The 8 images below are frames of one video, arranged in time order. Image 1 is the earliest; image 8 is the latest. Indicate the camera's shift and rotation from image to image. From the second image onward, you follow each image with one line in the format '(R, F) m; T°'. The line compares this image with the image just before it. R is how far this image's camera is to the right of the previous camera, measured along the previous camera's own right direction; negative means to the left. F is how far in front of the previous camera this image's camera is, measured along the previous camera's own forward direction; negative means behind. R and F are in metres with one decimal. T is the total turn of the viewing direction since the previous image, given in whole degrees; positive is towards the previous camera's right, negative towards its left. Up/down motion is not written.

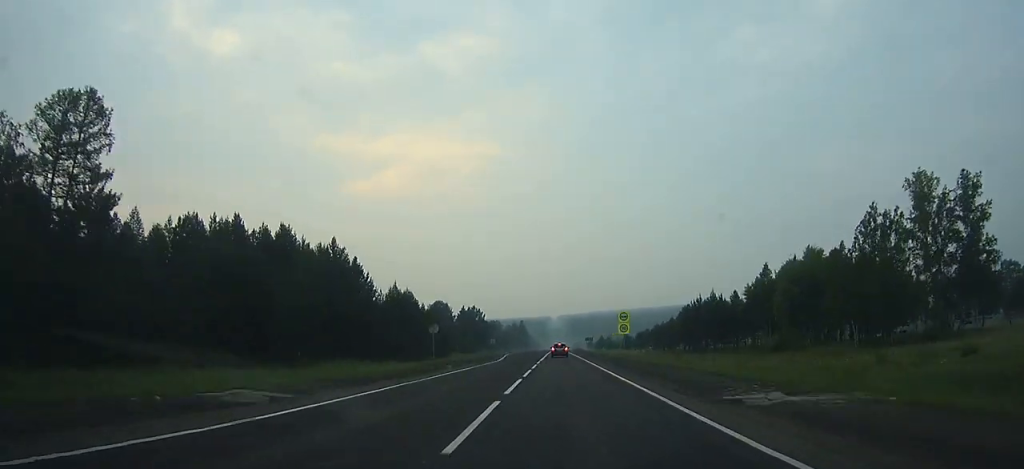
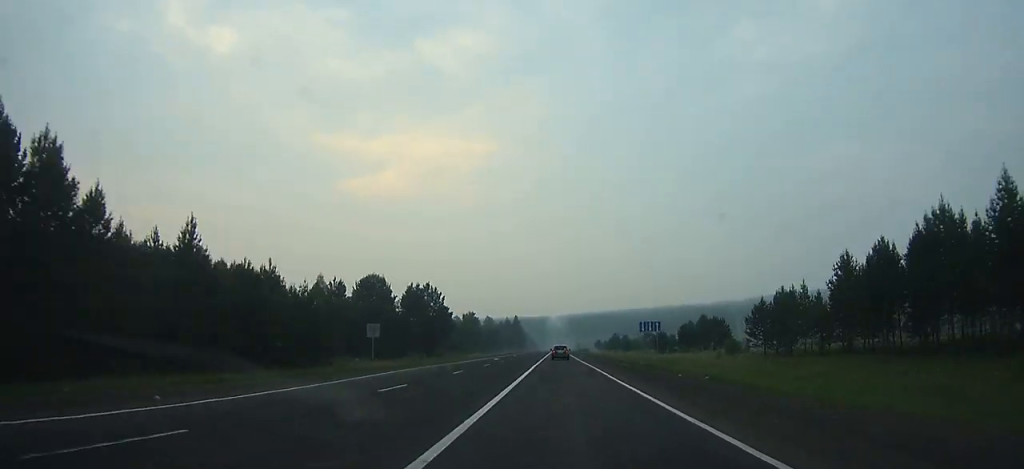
(0.0, +68.8) m; 0°
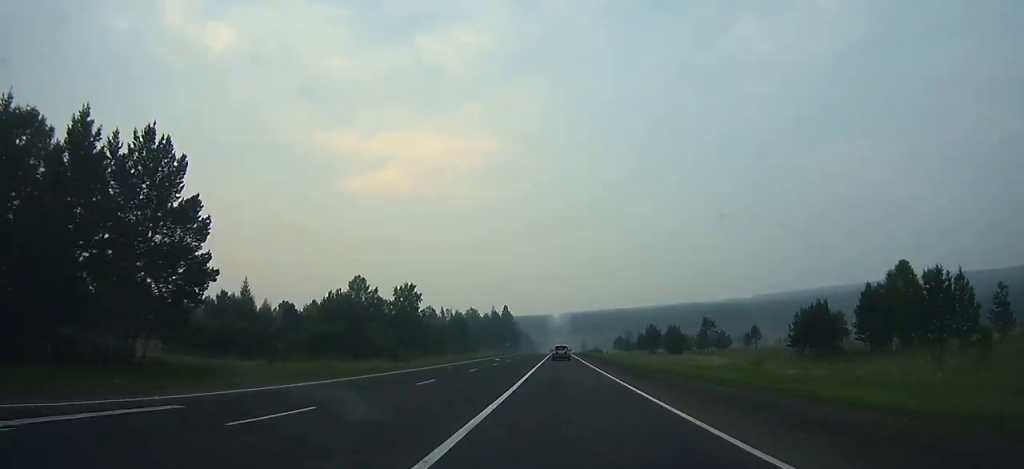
(-0.1, +90.4) m; 0°
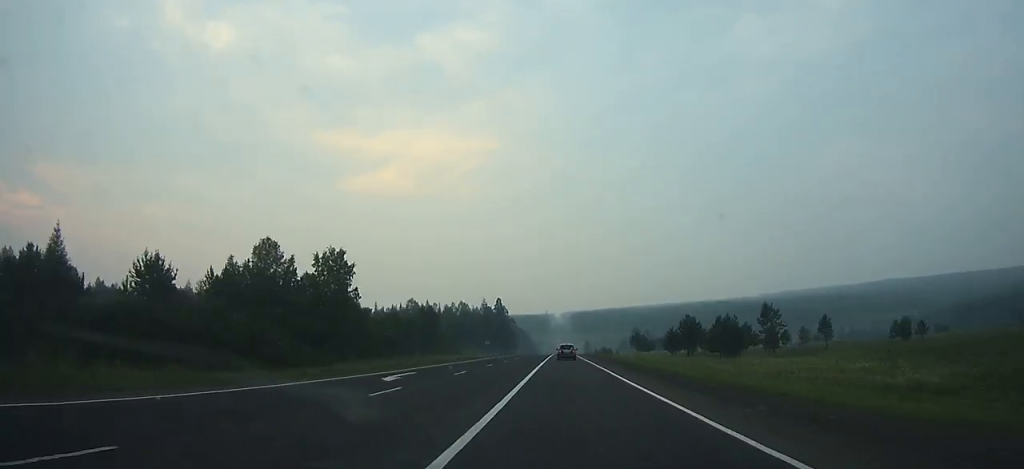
(-0.1, +41.5) m; 0°
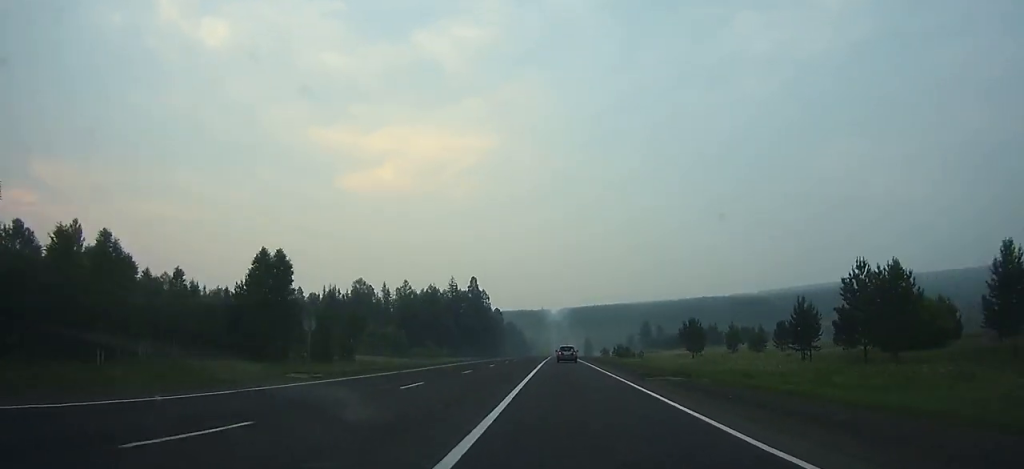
(-0.1, +69.6) m; 0°
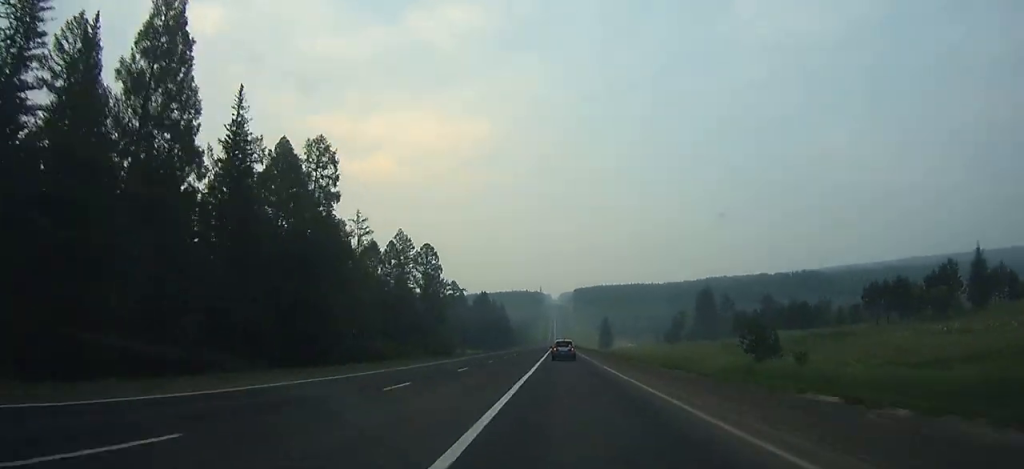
(+0.3, +158.7) m; 0°
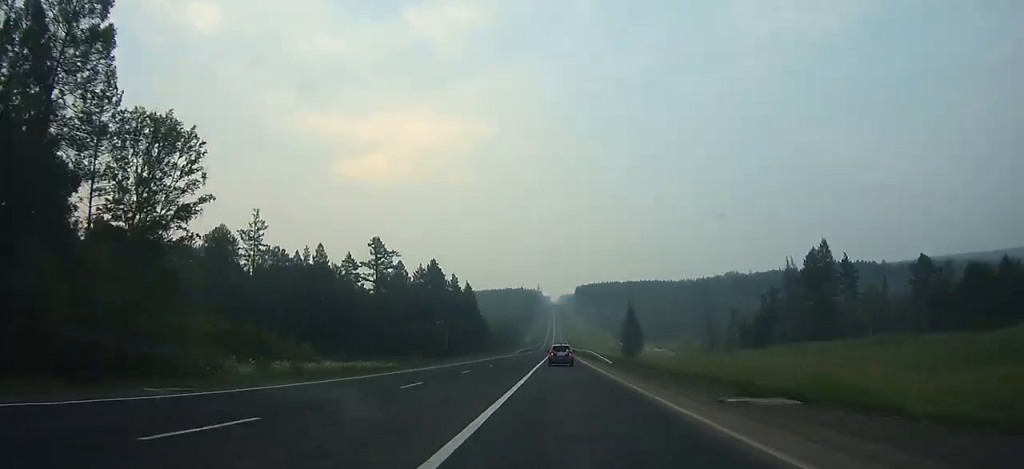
(+0.1, +103.3) m; 0°
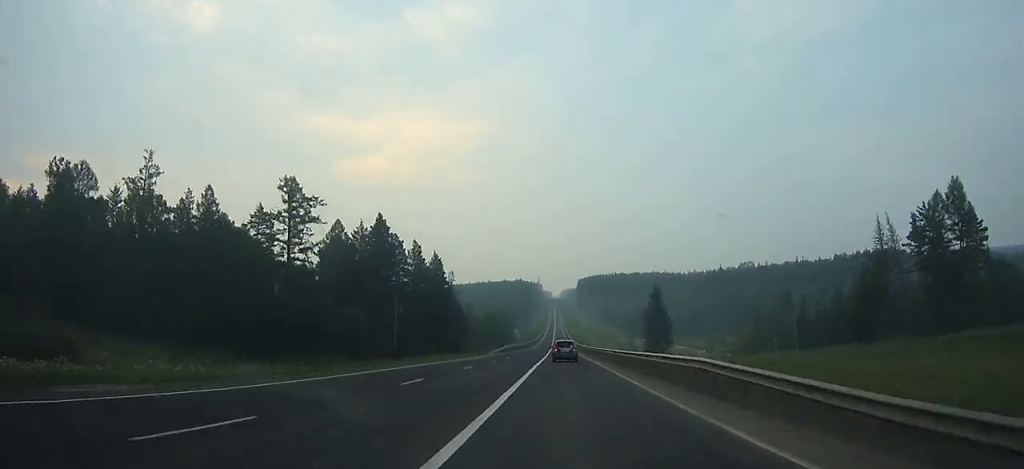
(0.0, +48.3) m; 0°
